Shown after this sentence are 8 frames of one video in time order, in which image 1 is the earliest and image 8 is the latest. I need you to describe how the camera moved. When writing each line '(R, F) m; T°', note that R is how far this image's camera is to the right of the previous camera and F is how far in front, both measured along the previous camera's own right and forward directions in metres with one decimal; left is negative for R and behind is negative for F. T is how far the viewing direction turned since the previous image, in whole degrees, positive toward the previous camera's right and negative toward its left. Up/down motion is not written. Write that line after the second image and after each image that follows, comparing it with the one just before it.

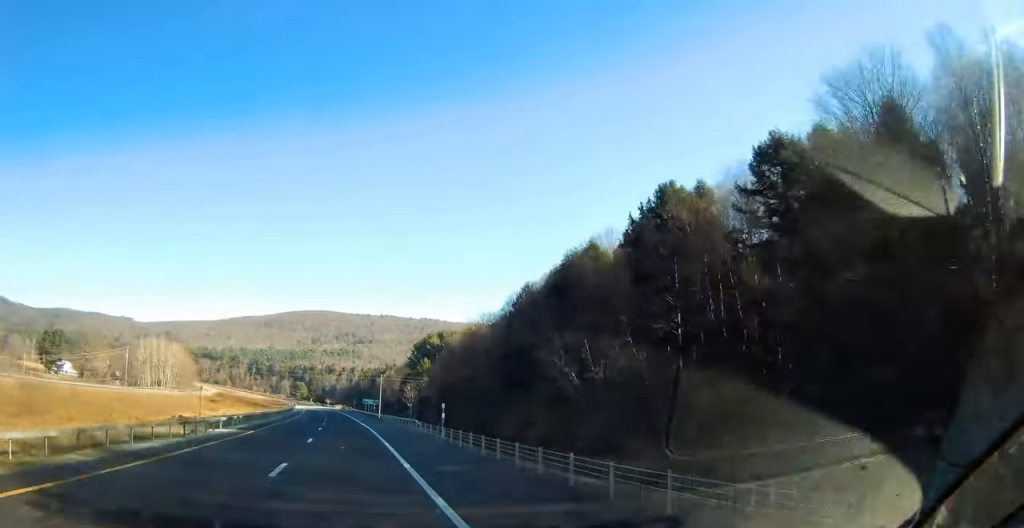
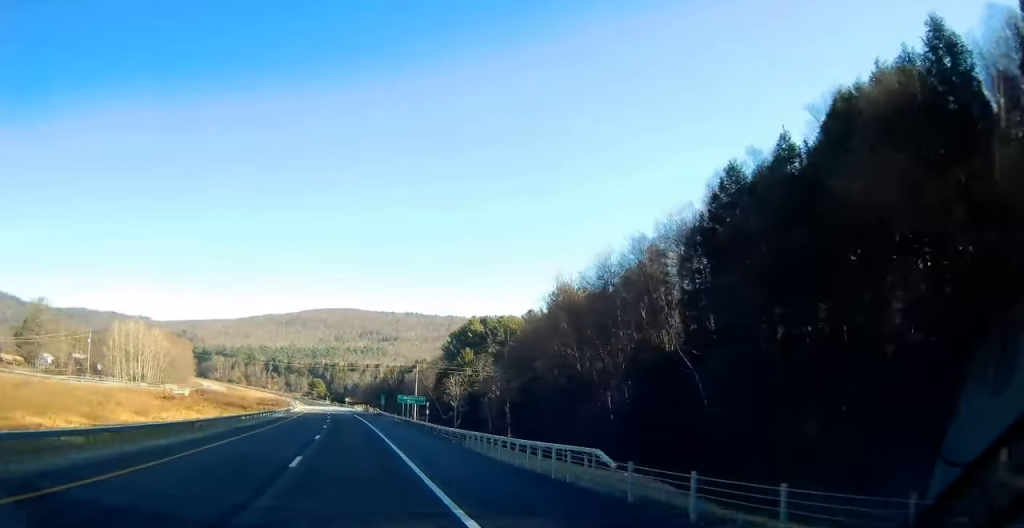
(-1.2, +46.3) m; -3°
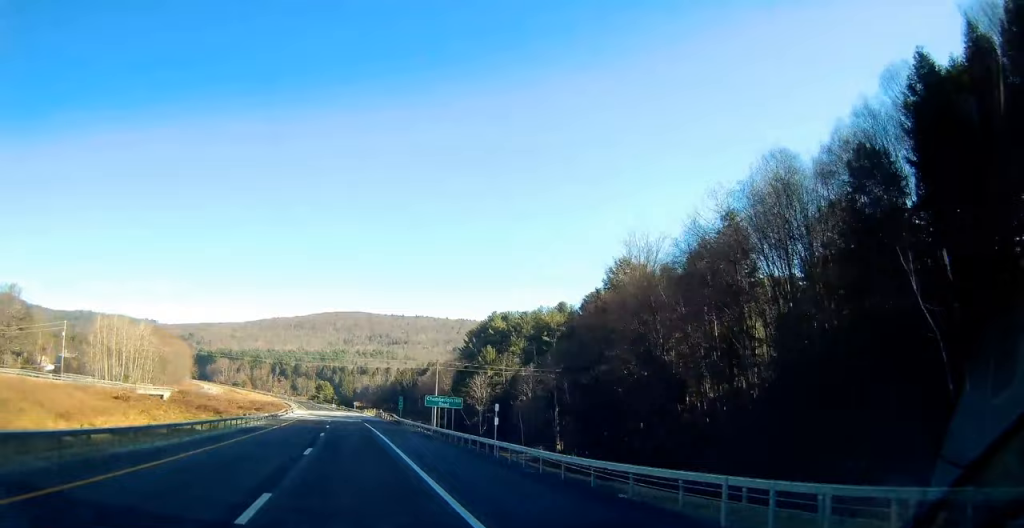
(-0.2, +20.1) m; -1°
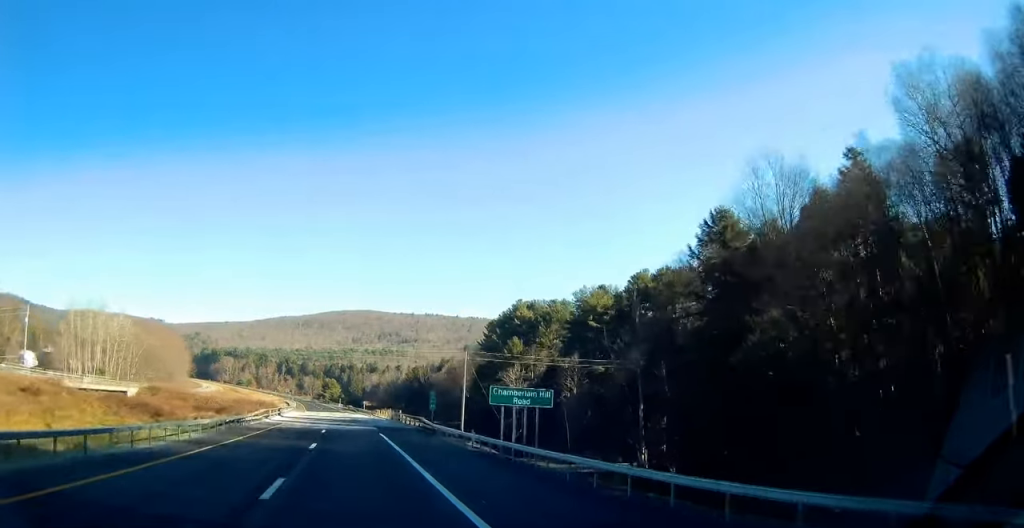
(-0.2, +22.2) m; -1°
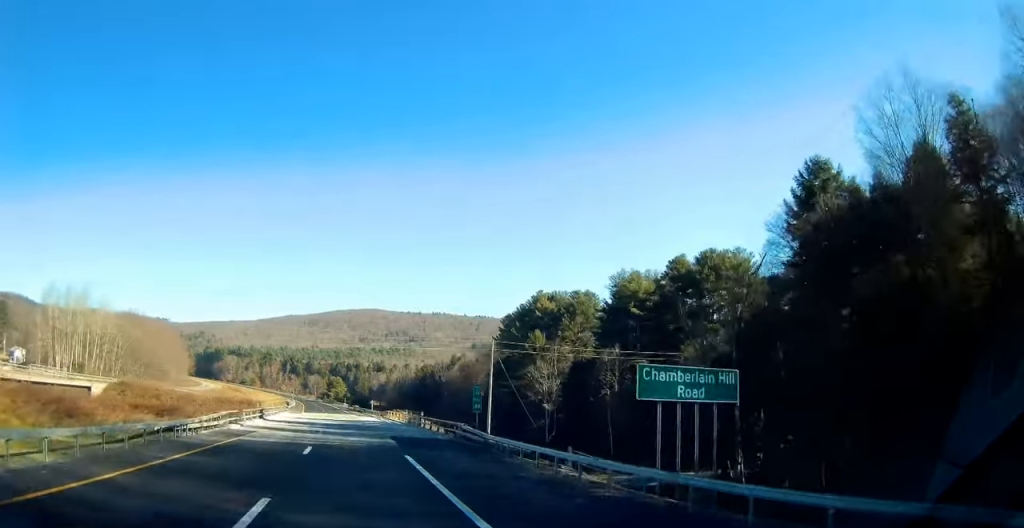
(-0.3, +15.2) m; -1°
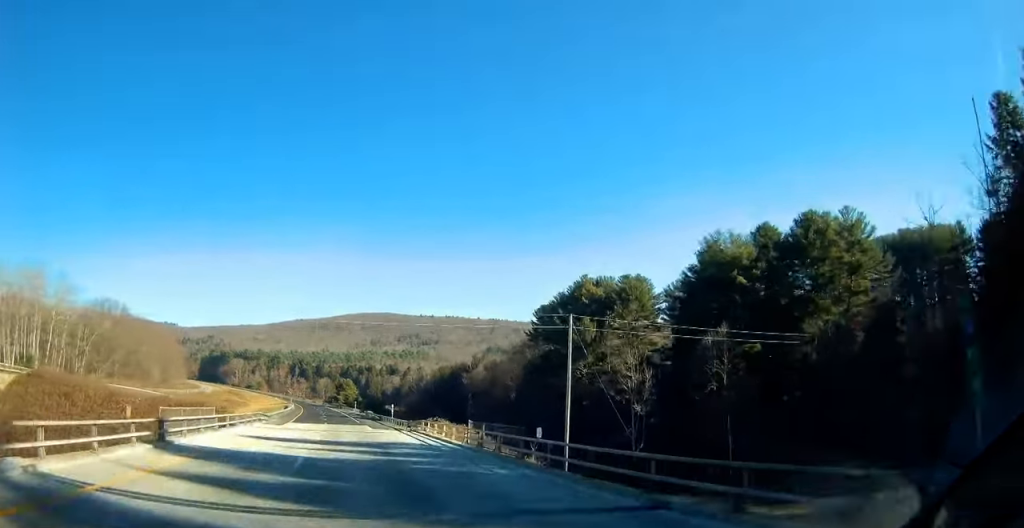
(-0.1, +27.5) m; -1°
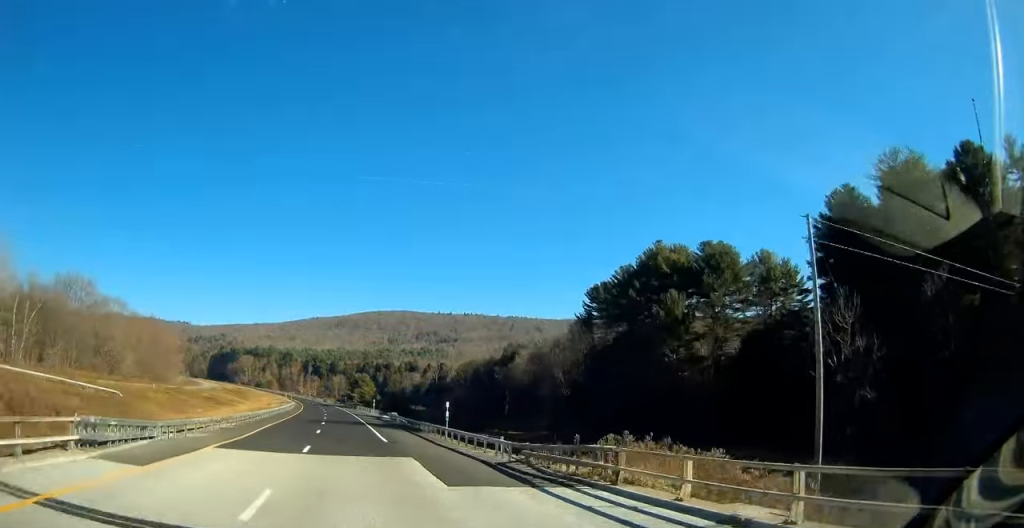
(-0.4, +32.7) m; -1°
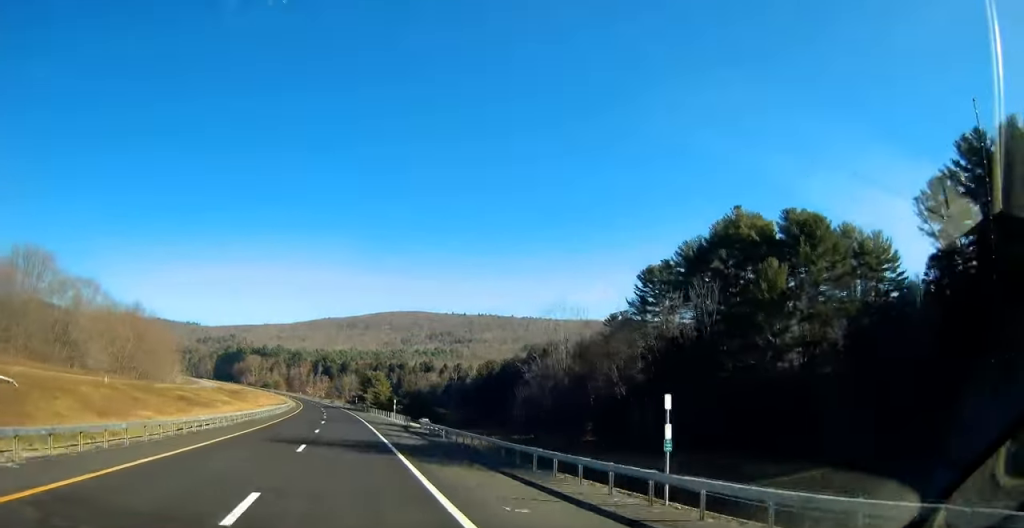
(-0.2, +25.5) m; -1°
